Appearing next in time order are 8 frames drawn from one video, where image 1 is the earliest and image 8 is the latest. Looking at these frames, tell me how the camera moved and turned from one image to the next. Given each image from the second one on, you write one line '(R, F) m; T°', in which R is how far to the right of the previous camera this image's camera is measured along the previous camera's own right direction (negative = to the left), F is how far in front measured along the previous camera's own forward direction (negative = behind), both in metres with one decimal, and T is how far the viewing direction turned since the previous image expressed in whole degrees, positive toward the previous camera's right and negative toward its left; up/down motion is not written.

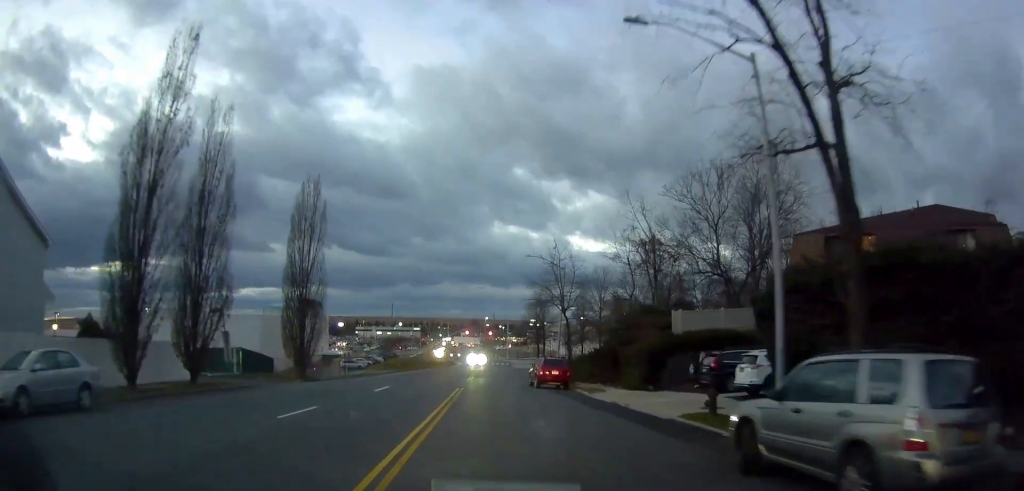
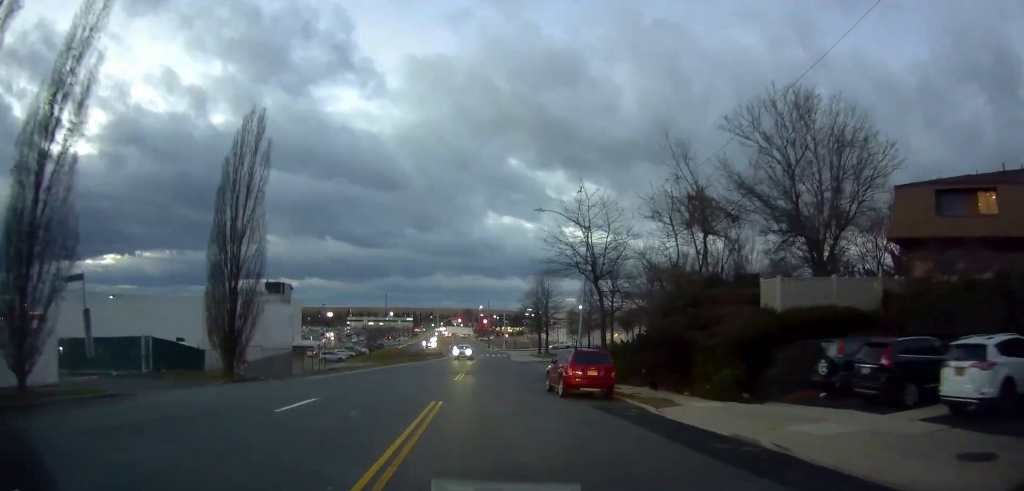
(-0.2, +11.7) m; +1°
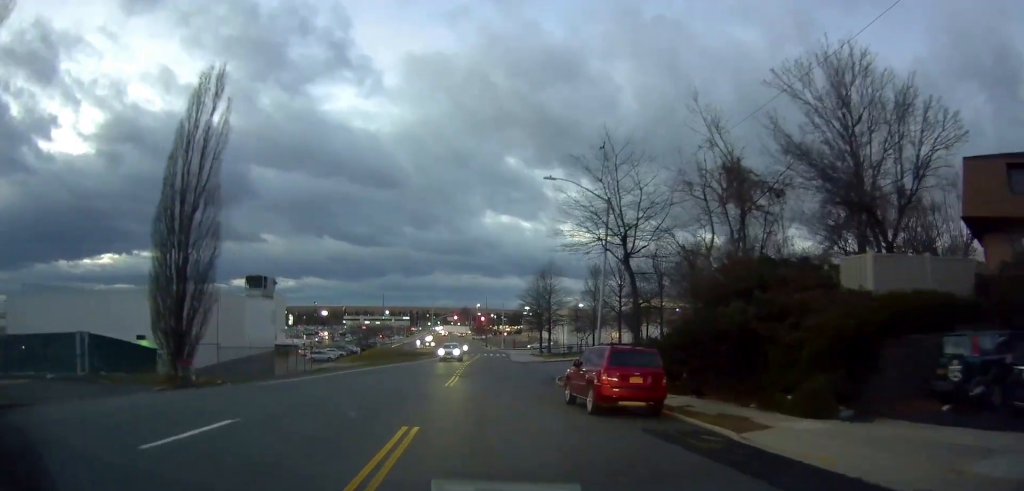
(+0.2, +5.6) m; +1°
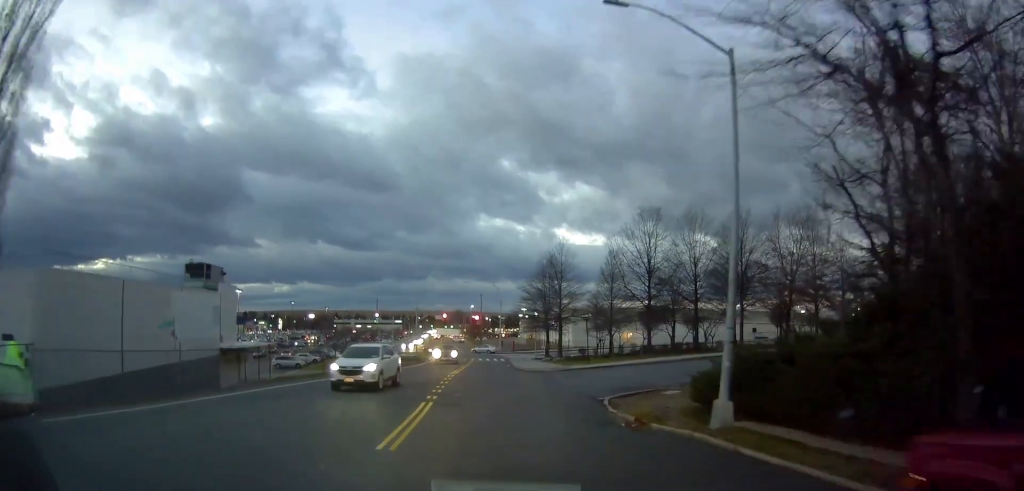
(+0.4, +15.0) m; -1°
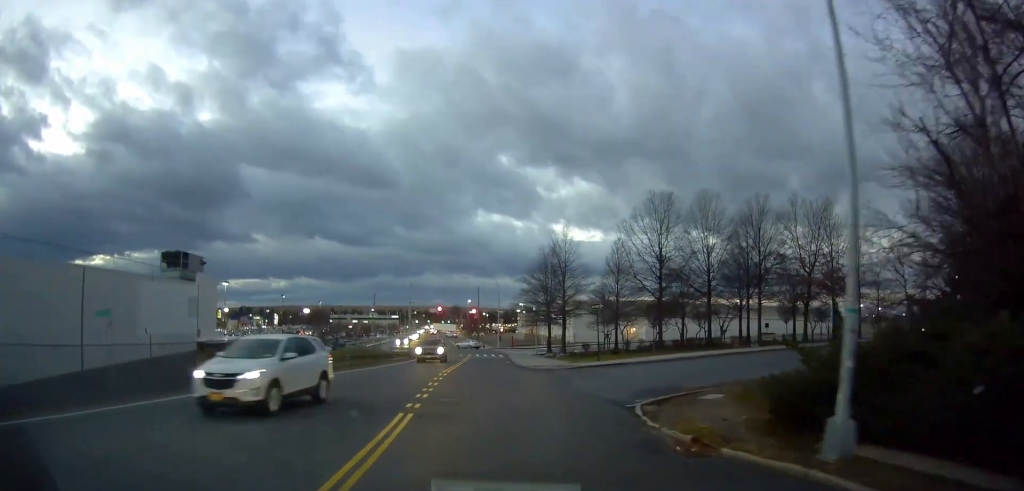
(-0.2, +4.1) m; 0°
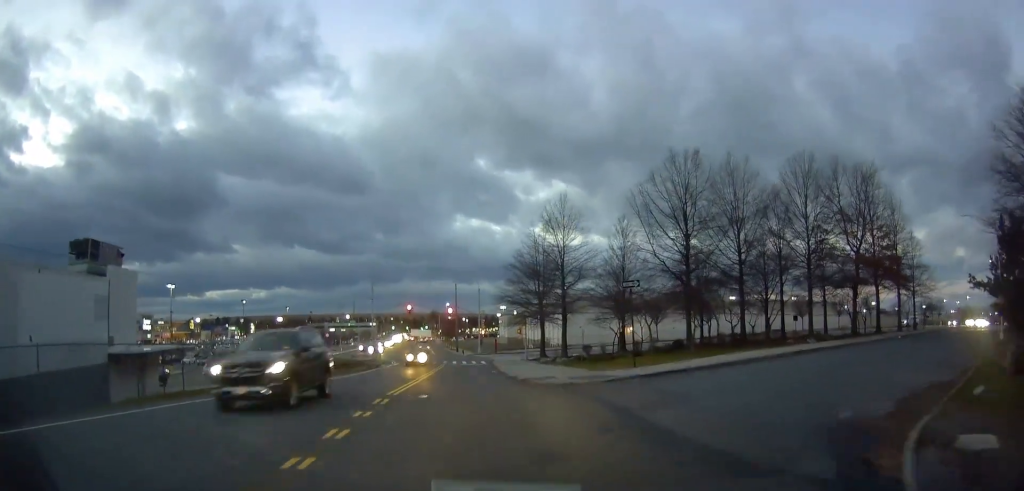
(+0.3, +12.2) m; 0°
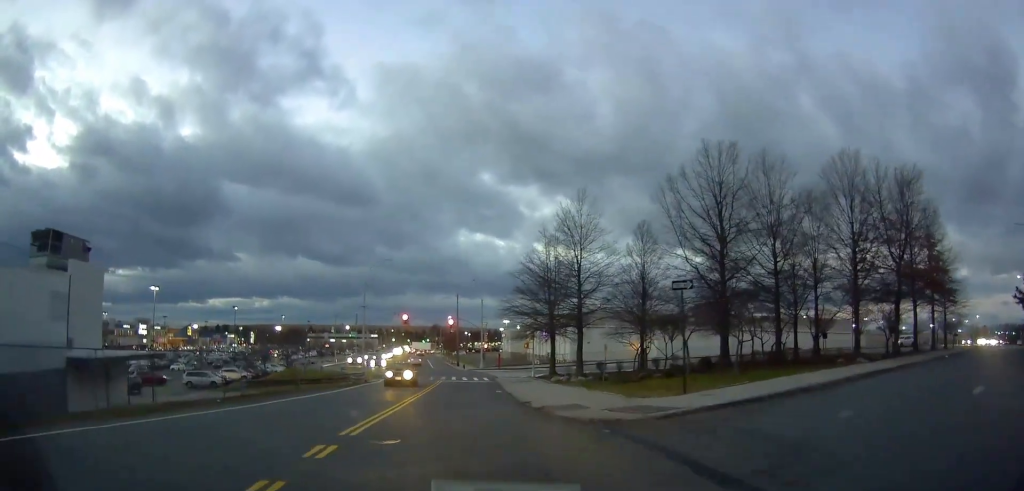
(-0.1, +5.9) m; -2°
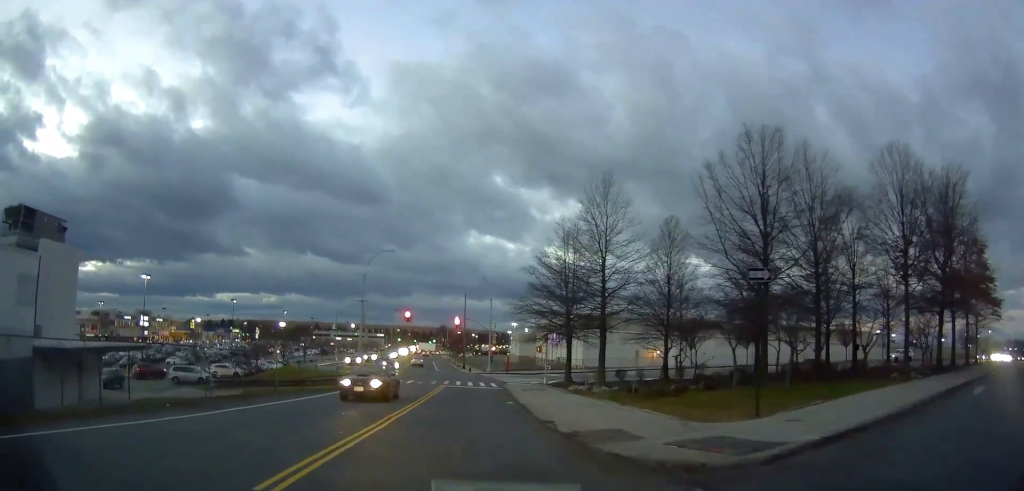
(-0.3, +4.8) m; -2°
